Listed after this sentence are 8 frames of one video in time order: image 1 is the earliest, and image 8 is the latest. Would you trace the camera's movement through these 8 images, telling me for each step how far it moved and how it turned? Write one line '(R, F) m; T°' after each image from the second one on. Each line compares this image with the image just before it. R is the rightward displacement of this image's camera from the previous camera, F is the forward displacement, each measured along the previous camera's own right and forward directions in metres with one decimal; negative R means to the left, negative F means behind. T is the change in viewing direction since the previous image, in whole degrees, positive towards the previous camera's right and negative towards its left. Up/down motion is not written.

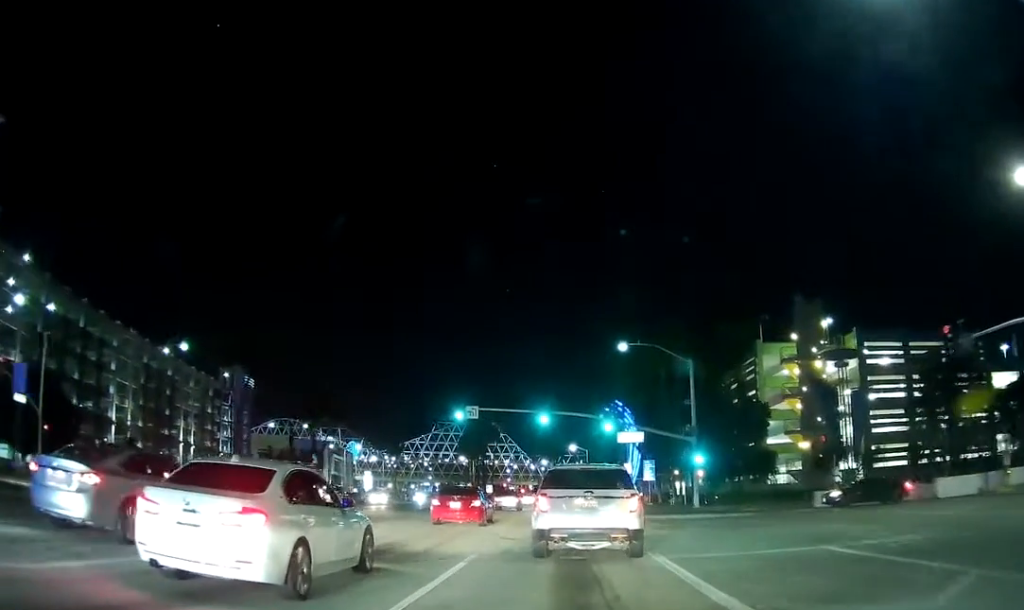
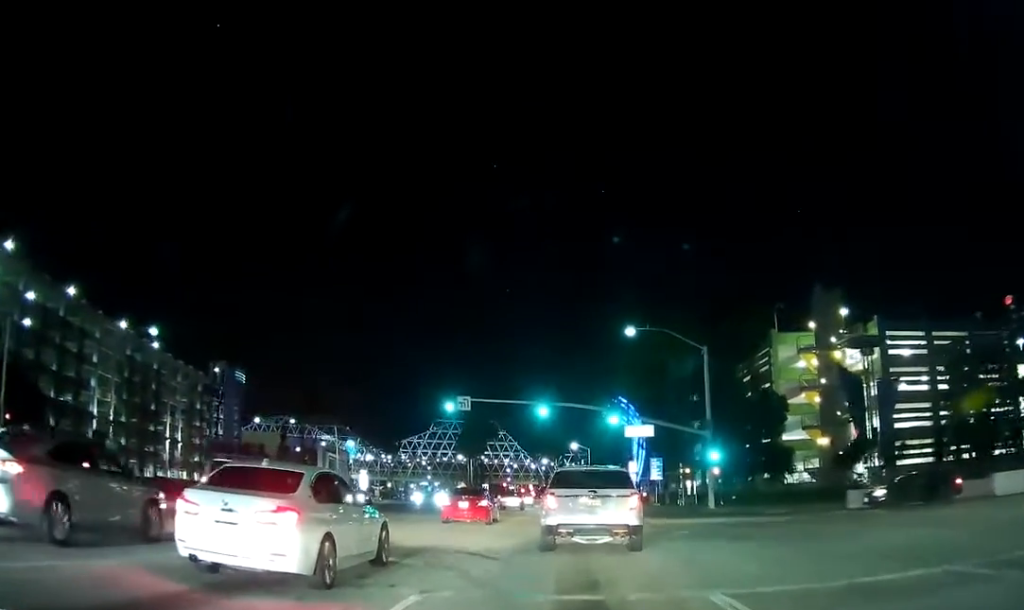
(+0.1, +5.5) m; +1°
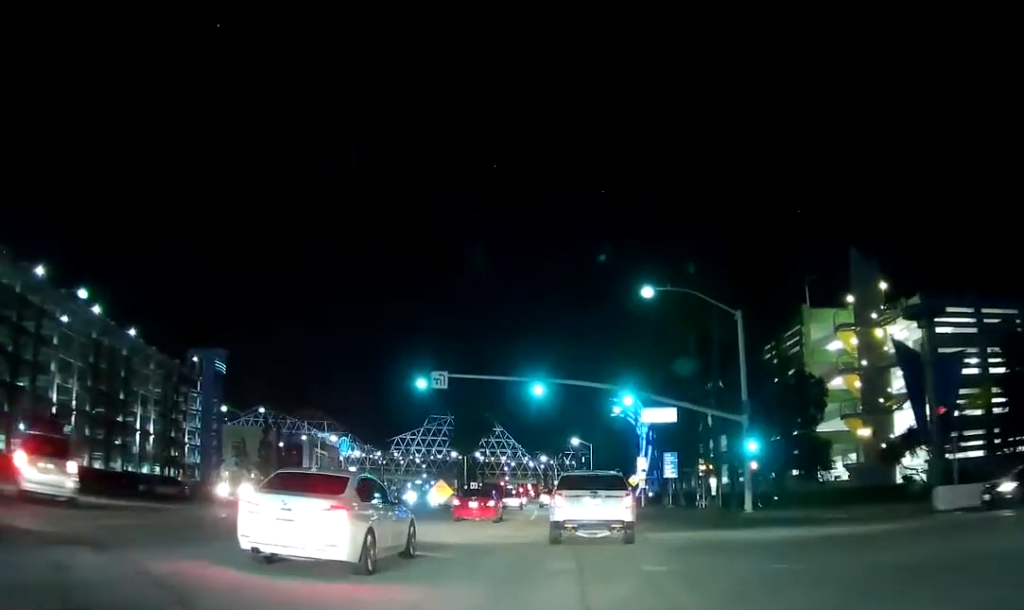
(+0.1, +10.2) m; +1°
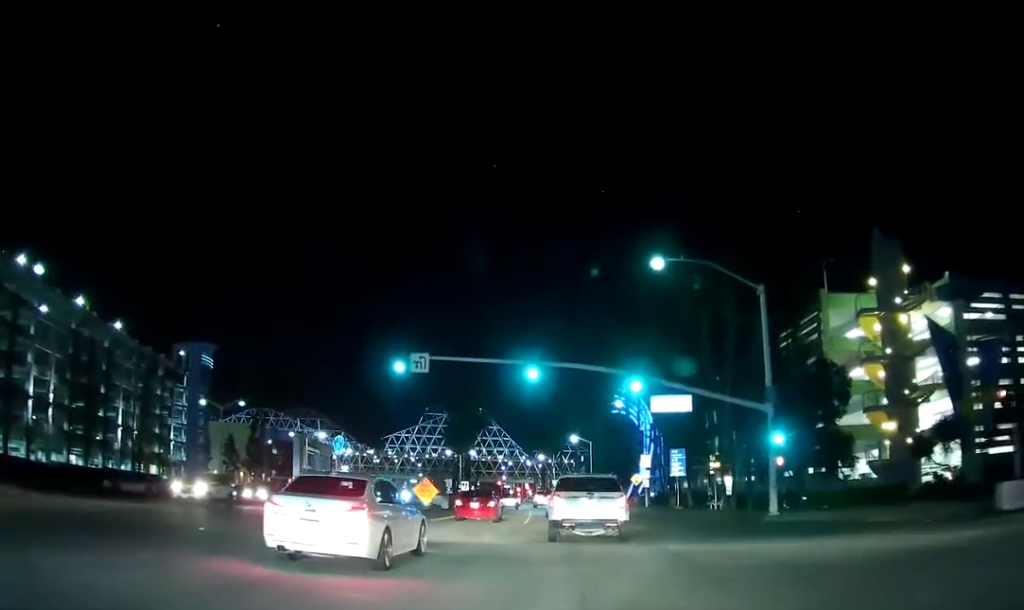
(0.0, +5.5) m; +1°
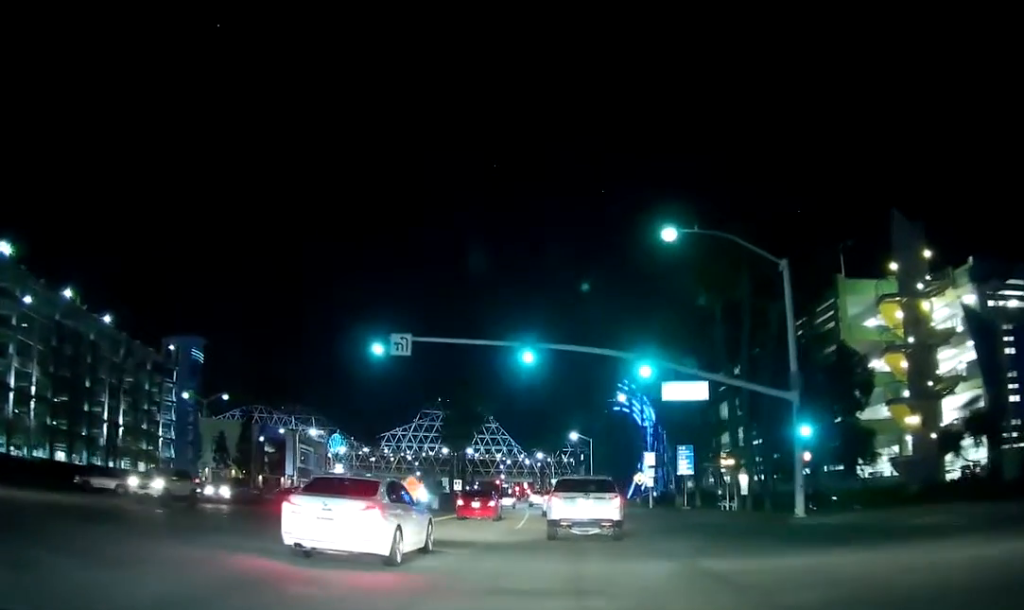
(+0.1, +4.0) m; 0°
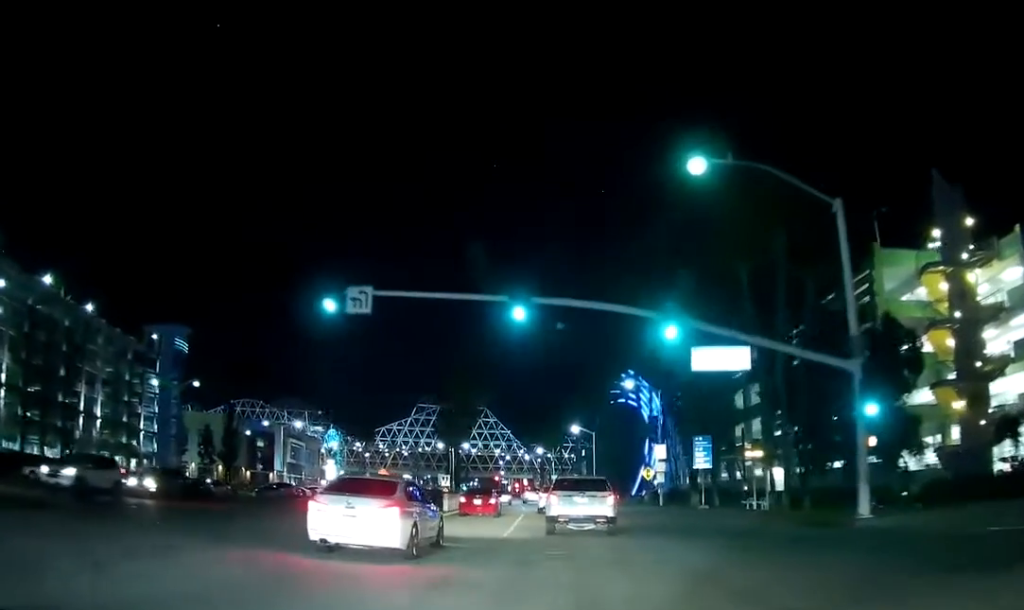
(0.0, +7.1) m; 0°
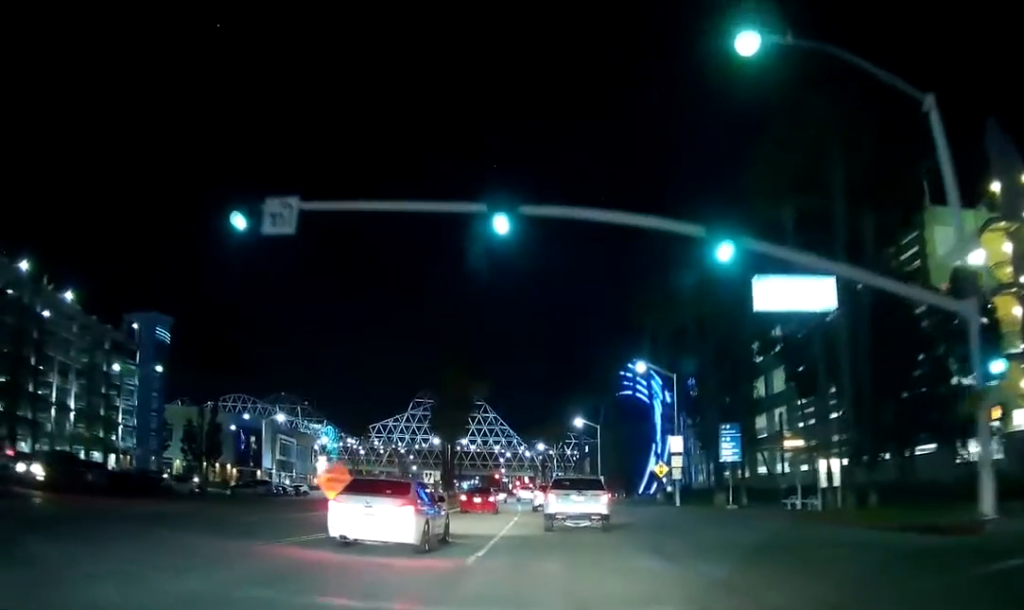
(0.0, +7.4) m; -1°
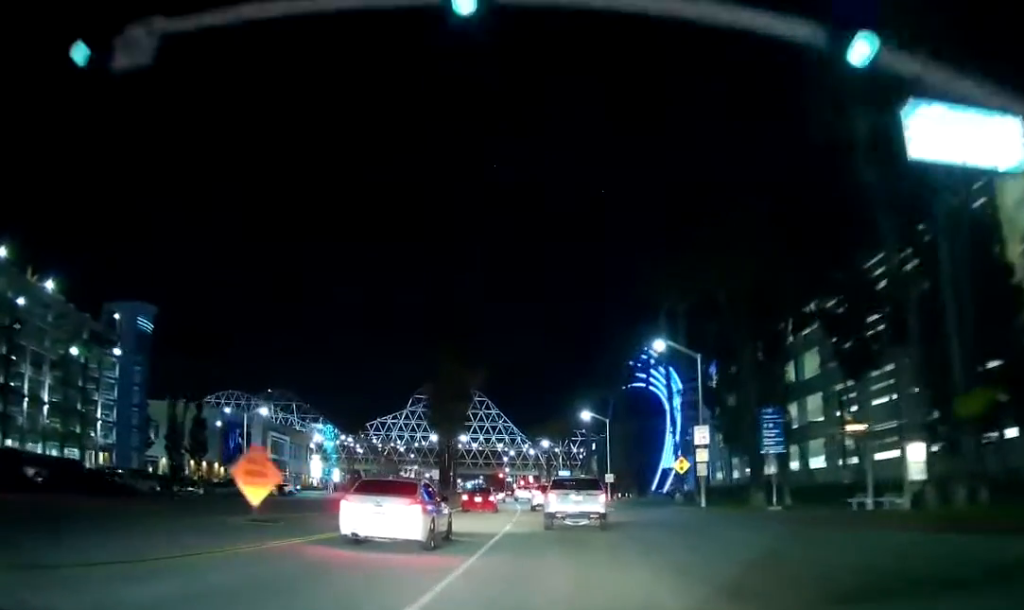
(-0.2, +8.2) m; -1°
